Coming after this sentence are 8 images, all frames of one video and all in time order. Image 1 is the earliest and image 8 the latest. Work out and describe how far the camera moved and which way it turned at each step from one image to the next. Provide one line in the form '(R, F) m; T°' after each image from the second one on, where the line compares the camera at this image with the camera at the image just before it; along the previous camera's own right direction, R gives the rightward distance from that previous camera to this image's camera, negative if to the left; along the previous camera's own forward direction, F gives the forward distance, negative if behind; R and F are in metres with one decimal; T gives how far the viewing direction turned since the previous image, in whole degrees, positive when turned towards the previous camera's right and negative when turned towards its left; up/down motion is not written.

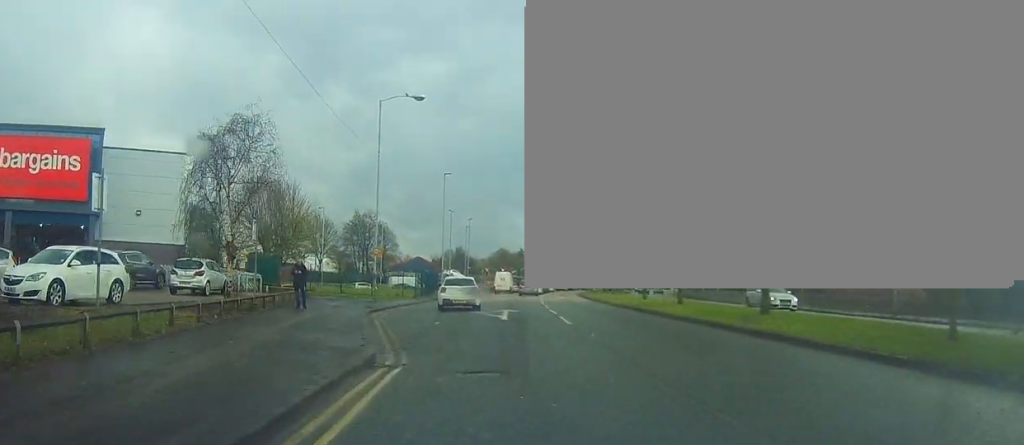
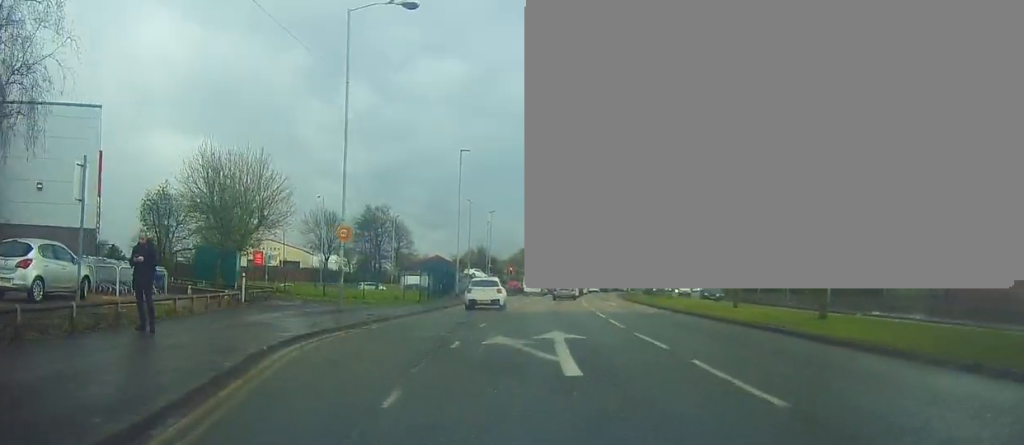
(+0.2, +13.1) m; -1°
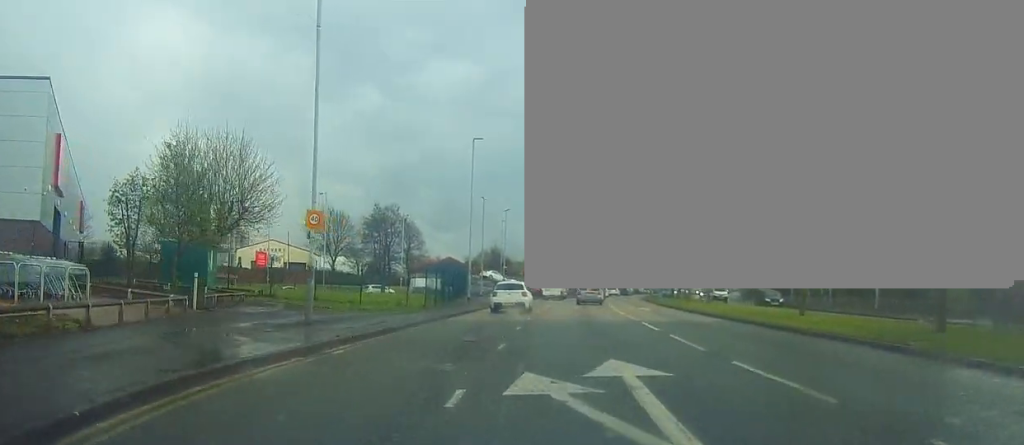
(-0.2, +5.8) m; -2°
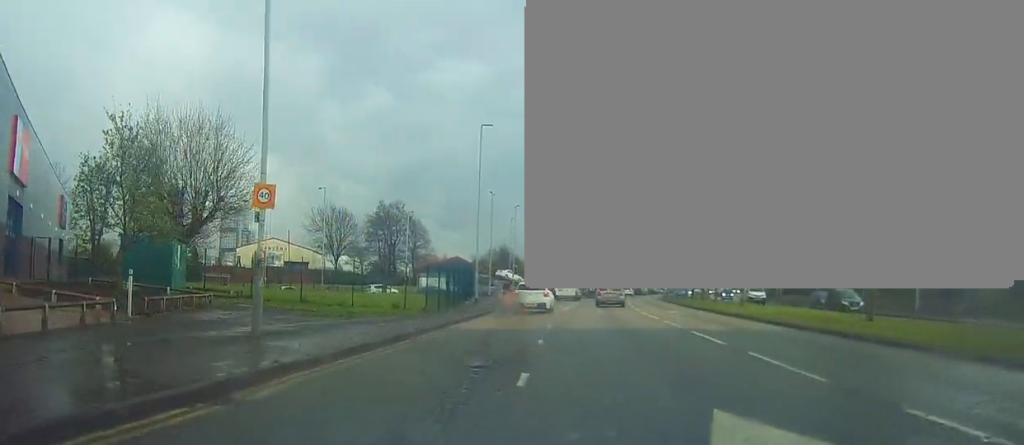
(-0.2, +4.6) m; 0°
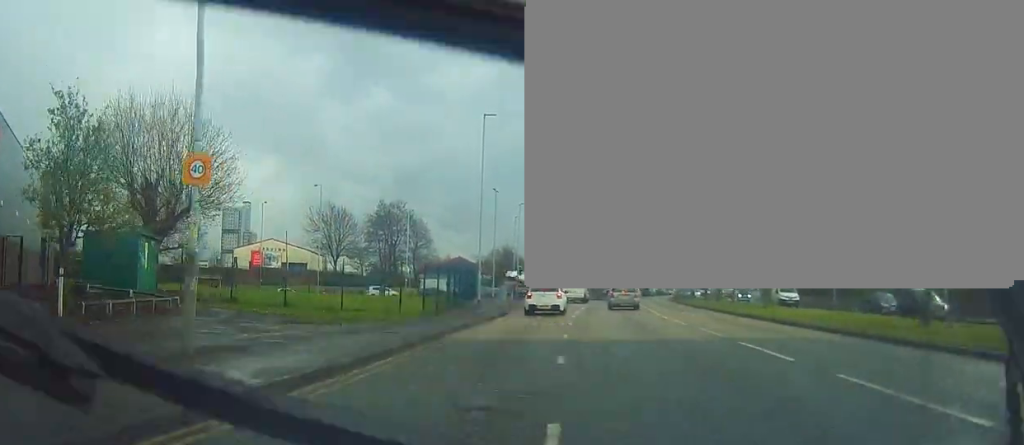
(+0.2, +3.2) m; +2°
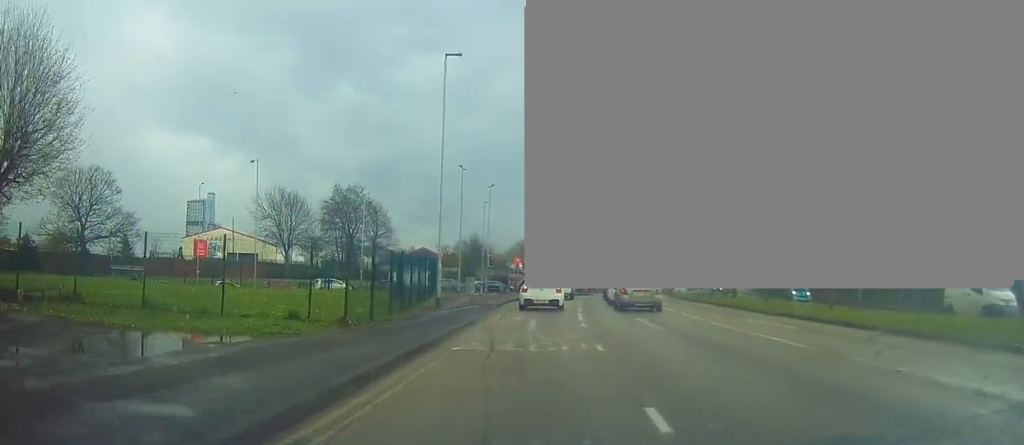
(+0.2, +11.0) m; +1°
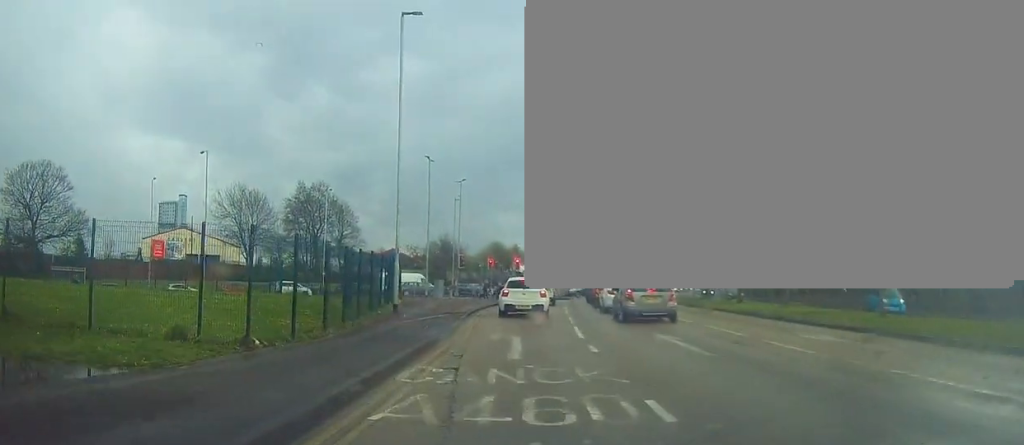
(-0.1, +5.9) m; +2°
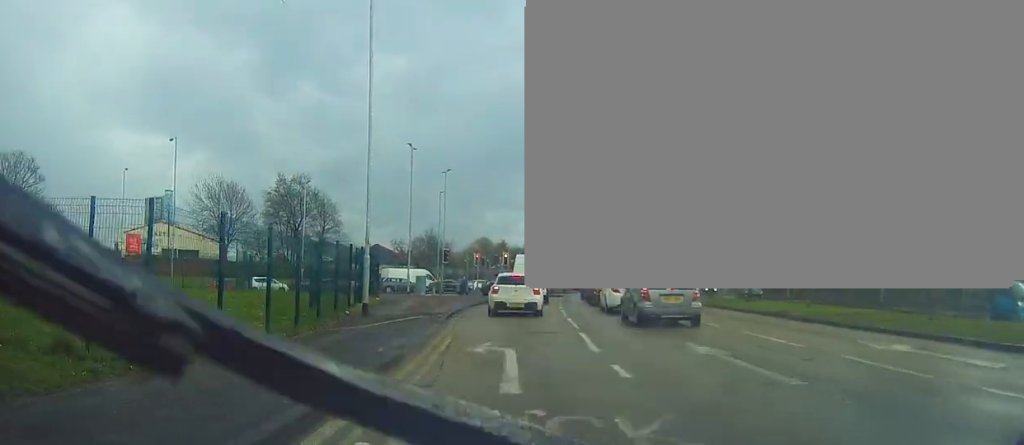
(+0.2, +3.8) m; +1°
